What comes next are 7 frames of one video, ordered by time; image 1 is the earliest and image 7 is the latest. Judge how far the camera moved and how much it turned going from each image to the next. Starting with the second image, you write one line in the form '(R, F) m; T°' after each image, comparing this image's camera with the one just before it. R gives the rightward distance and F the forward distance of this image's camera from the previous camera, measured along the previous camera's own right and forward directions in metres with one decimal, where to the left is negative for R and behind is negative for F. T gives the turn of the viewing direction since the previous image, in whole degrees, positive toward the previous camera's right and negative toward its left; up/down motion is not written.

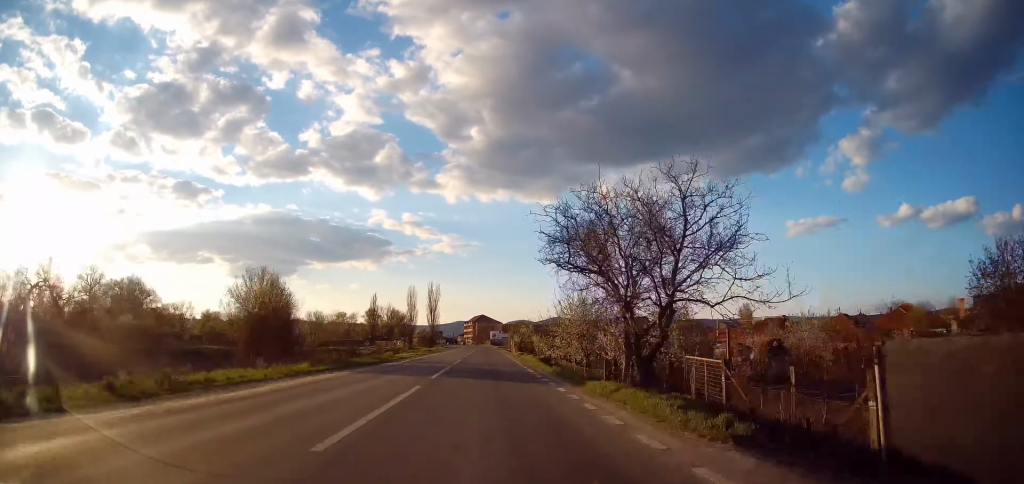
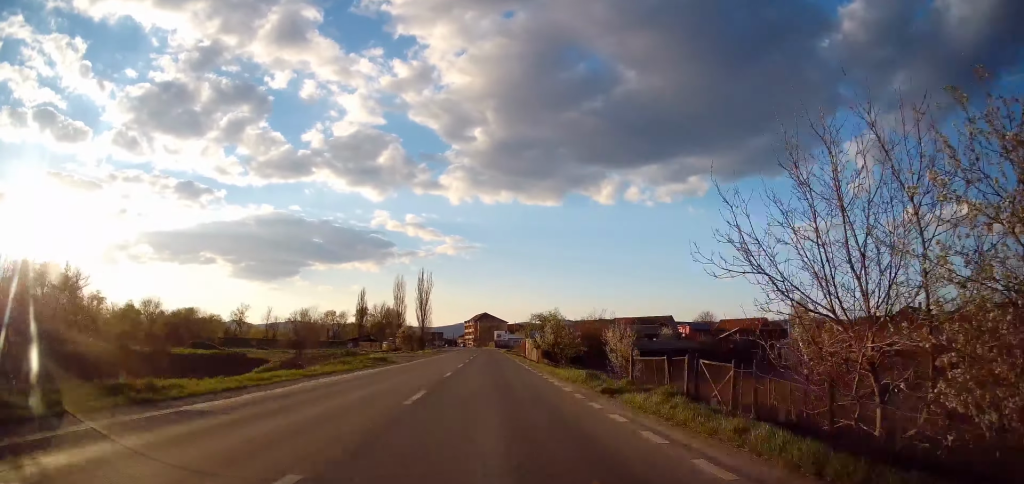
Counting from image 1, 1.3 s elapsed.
(+0.4, +34.7) m; +1°
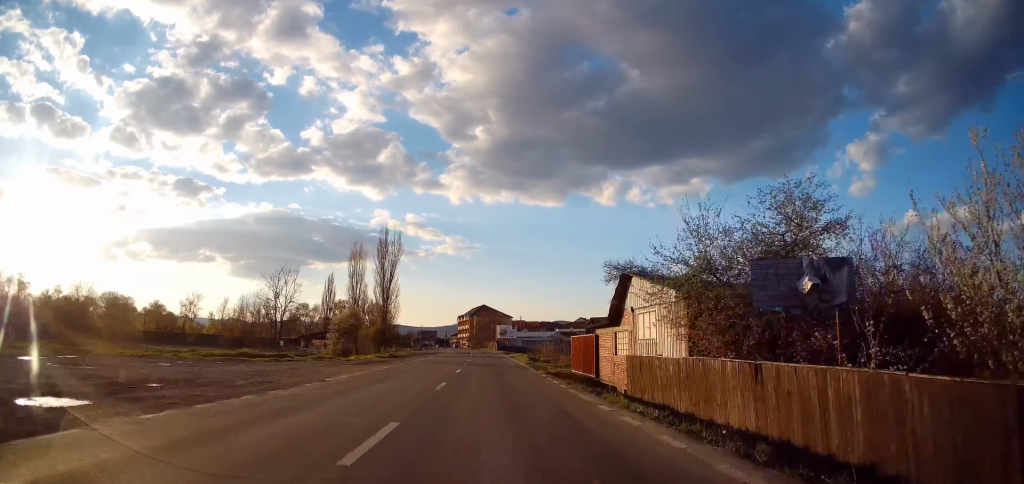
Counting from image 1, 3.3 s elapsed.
(-0.6, +51.8) m; 0°
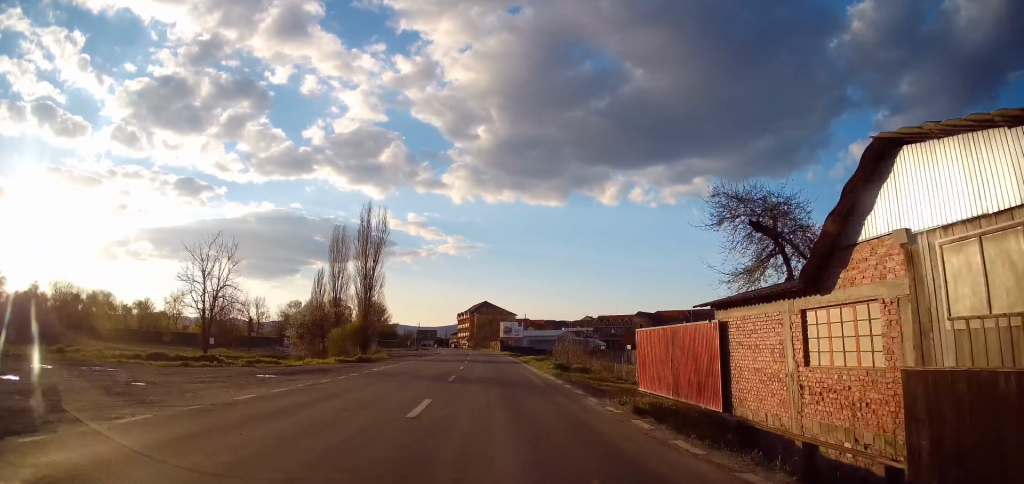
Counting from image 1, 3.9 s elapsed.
(+0.5, +14.6) m; 0°
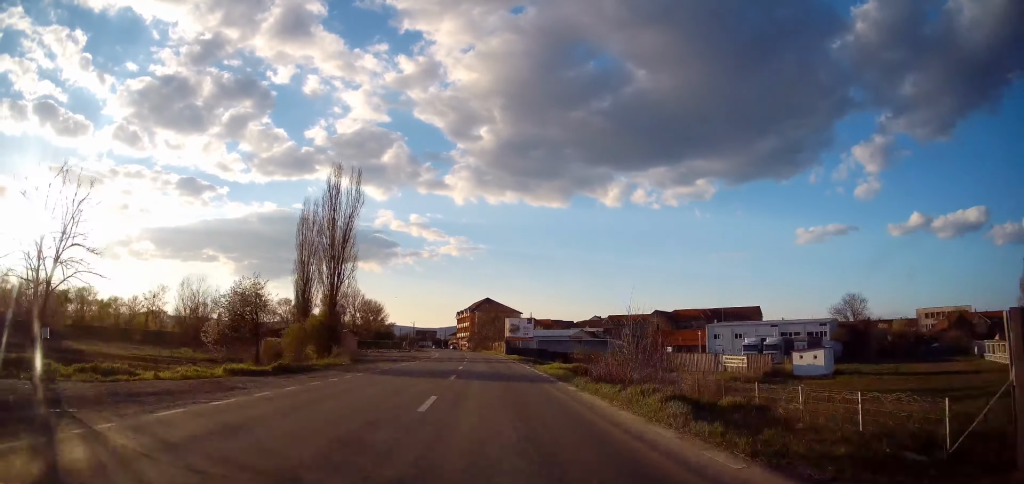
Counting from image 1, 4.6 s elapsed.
(-0.1, +17.1) m; 0°
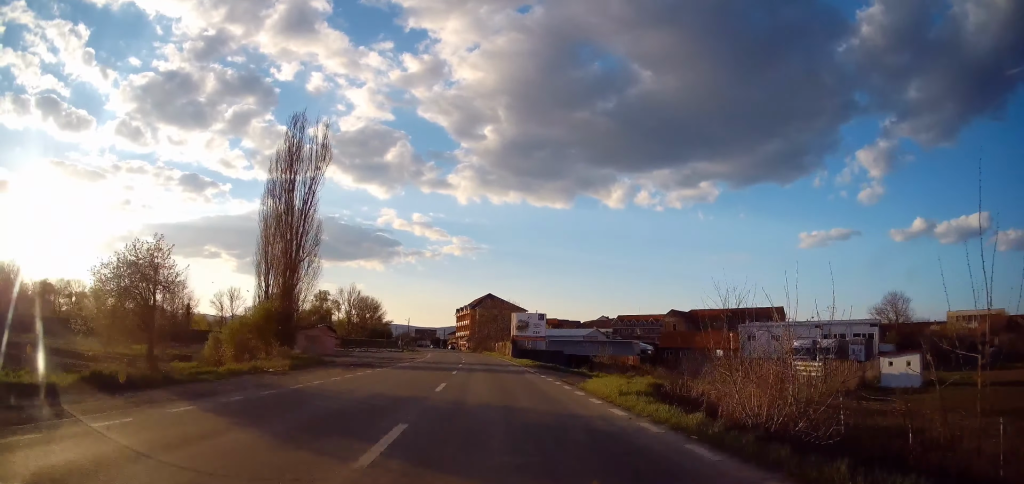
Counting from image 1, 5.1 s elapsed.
(-0.2, +13.6) m; -1°
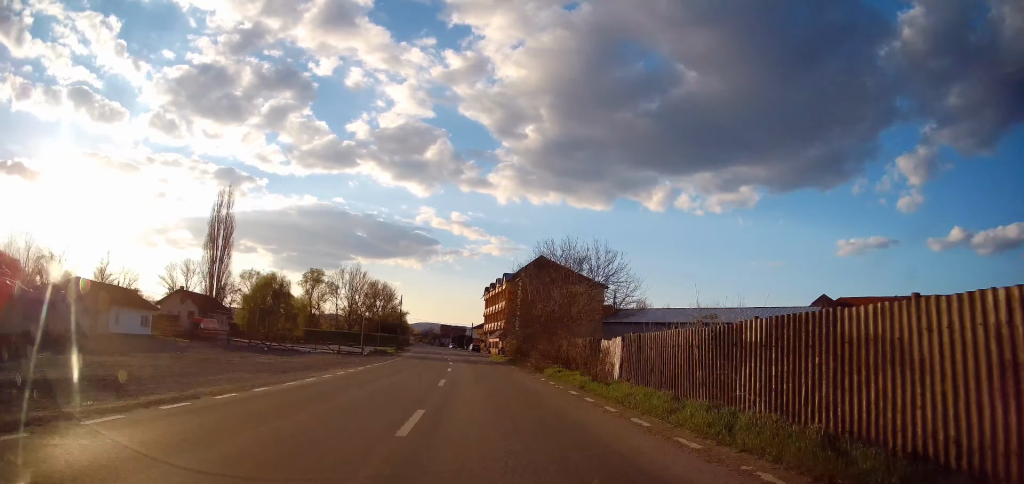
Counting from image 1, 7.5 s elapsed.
(-0.3, +61.4) m; -2°
